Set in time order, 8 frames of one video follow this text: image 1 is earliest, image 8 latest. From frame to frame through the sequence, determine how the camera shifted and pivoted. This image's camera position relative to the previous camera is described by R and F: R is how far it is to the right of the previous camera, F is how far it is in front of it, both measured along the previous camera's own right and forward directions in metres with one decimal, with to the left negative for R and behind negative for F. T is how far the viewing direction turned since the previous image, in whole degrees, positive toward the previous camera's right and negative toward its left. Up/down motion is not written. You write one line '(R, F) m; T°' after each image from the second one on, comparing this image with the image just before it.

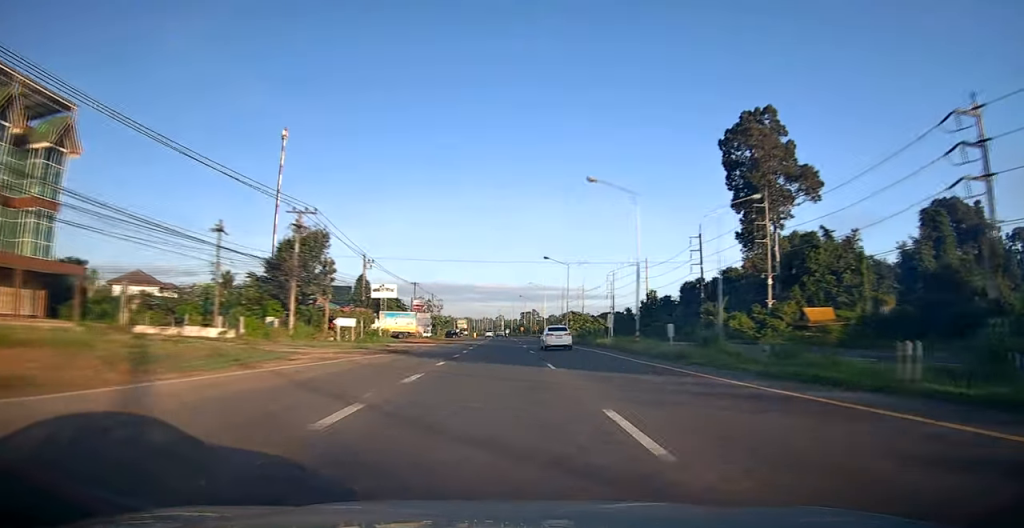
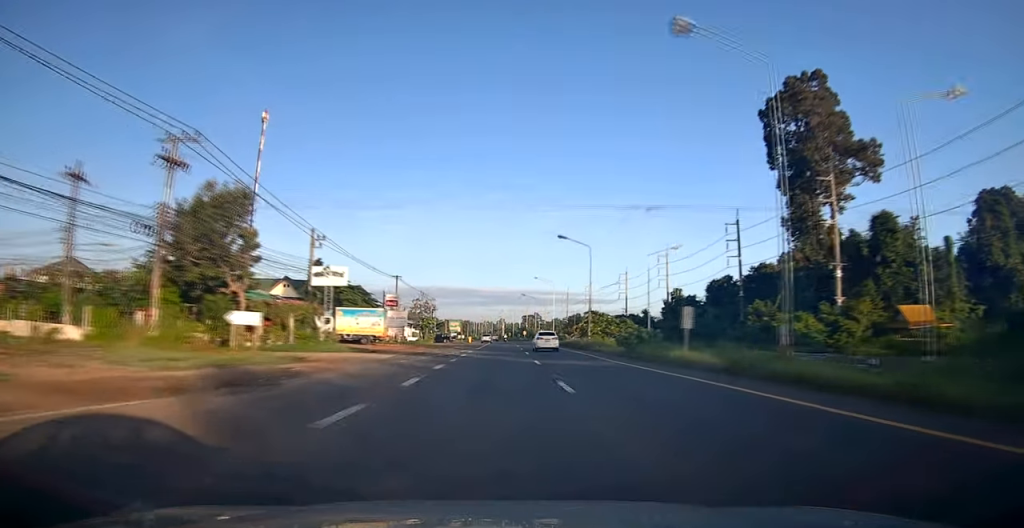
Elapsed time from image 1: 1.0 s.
(-0.2, +17.4) m; -2°
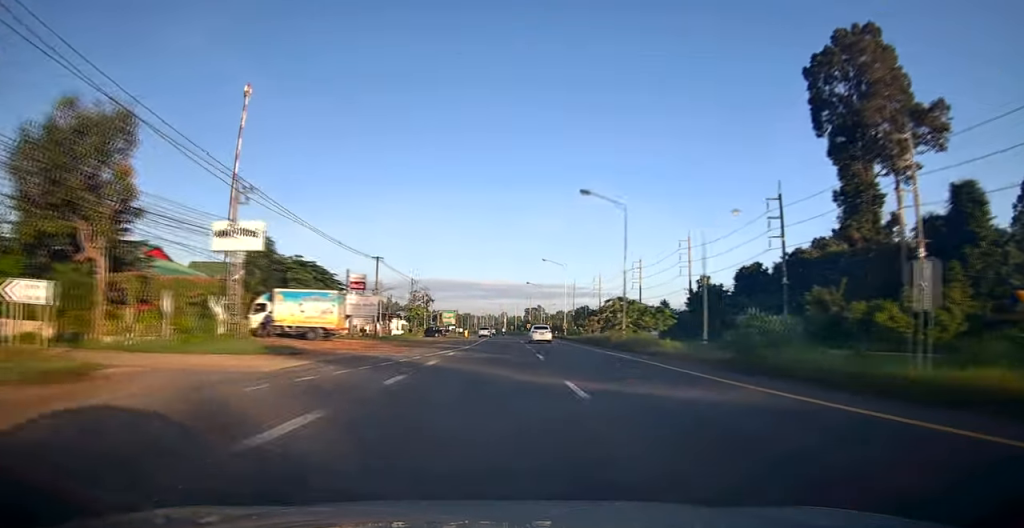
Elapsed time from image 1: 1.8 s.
(-0.2, +14.0) m; -1°
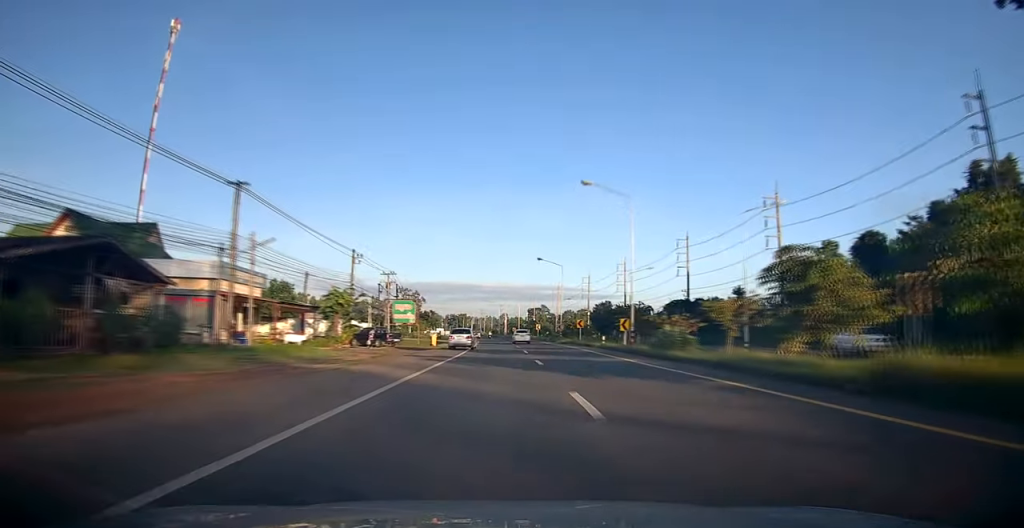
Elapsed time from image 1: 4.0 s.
(0.0, +38.0) m; 0°
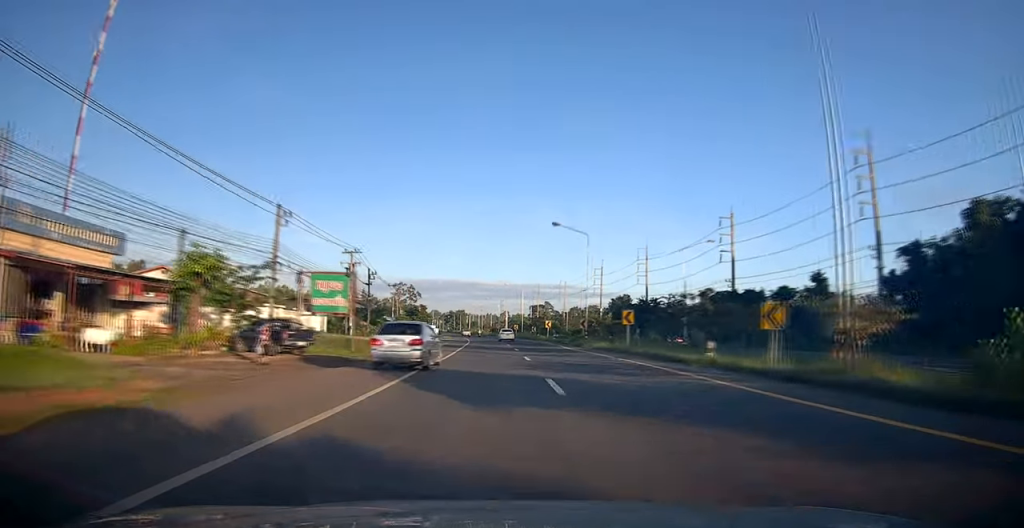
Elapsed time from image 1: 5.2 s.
(0.0, +21.3) m; 0°
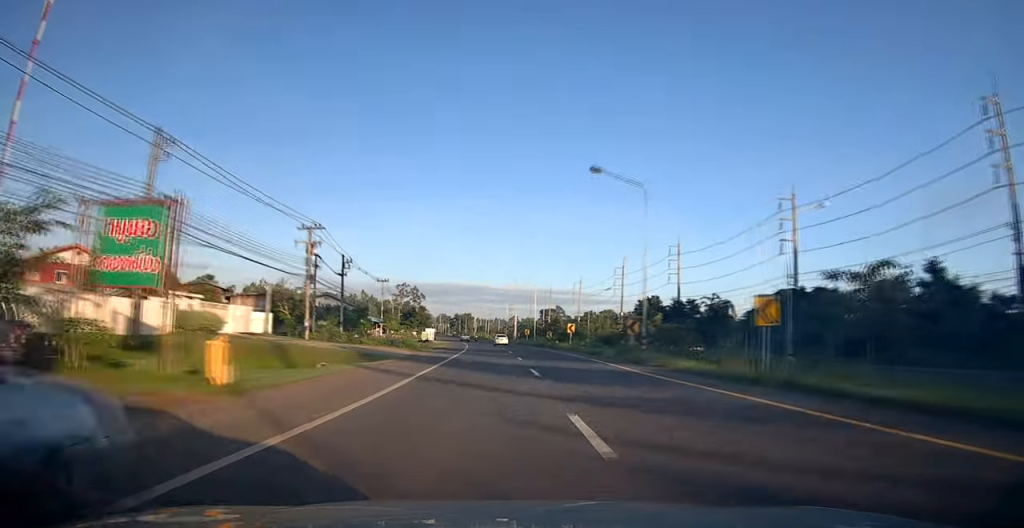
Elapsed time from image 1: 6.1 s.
(0.0, +17.0) m; -2°
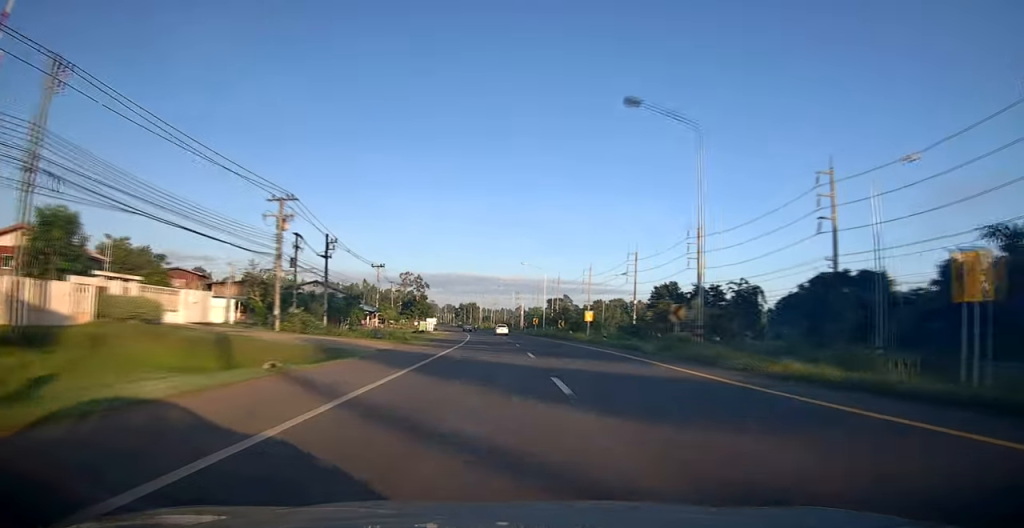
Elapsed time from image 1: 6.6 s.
(-0.1, +7.8) m; -1°
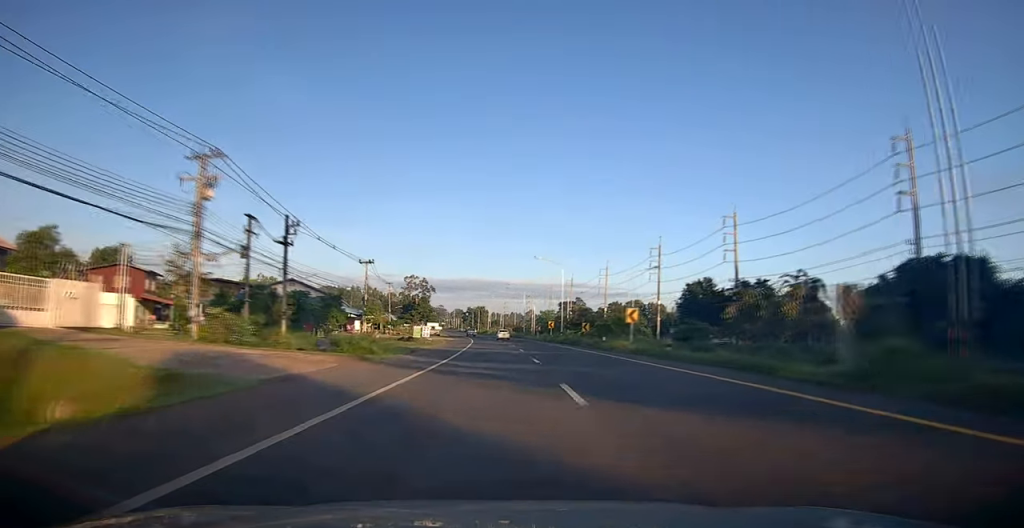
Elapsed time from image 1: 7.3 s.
(-0.5, +12.8) m; -1°
